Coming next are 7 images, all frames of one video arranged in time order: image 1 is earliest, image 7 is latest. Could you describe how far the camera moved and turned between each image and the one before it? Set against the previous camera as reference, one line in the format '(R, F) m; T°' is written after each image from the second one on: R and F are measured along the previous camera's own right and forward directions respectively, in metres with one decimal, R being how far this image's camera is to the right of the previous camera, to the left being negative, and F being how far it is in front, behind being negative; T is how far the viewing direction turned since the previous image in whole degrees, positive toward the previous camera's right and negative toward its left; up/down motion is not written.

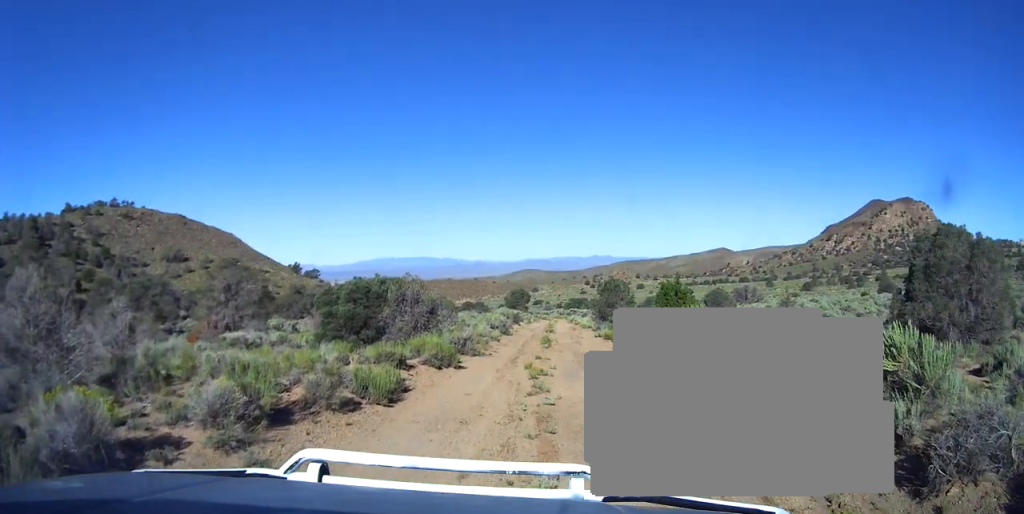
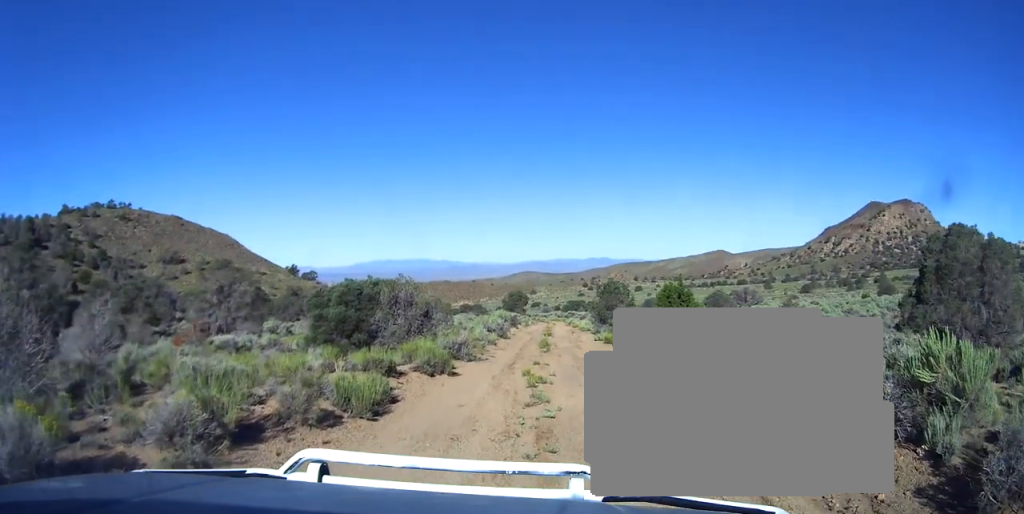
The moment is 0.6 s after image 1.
(0.0, +1.0) m; -3°
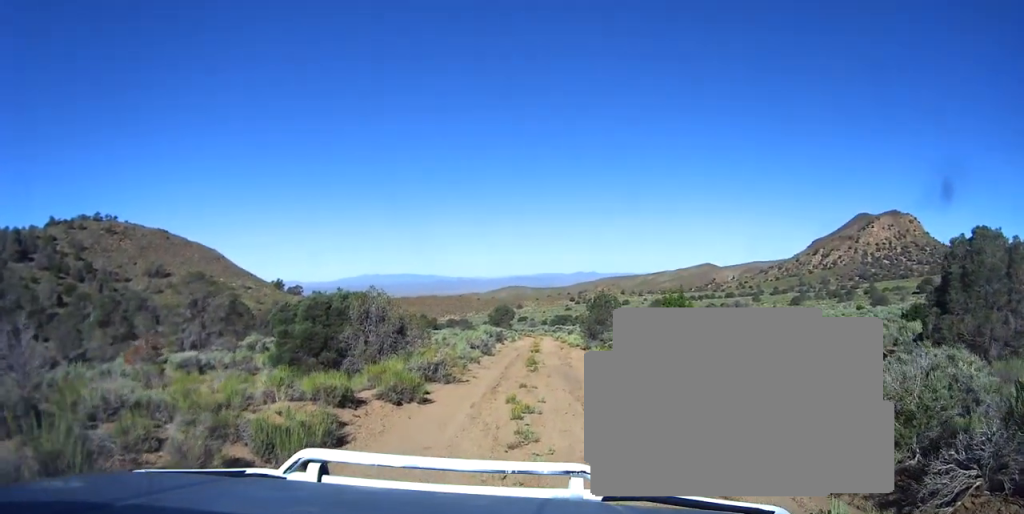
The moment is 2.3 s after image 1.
(0.0, +2.5) m; 0°
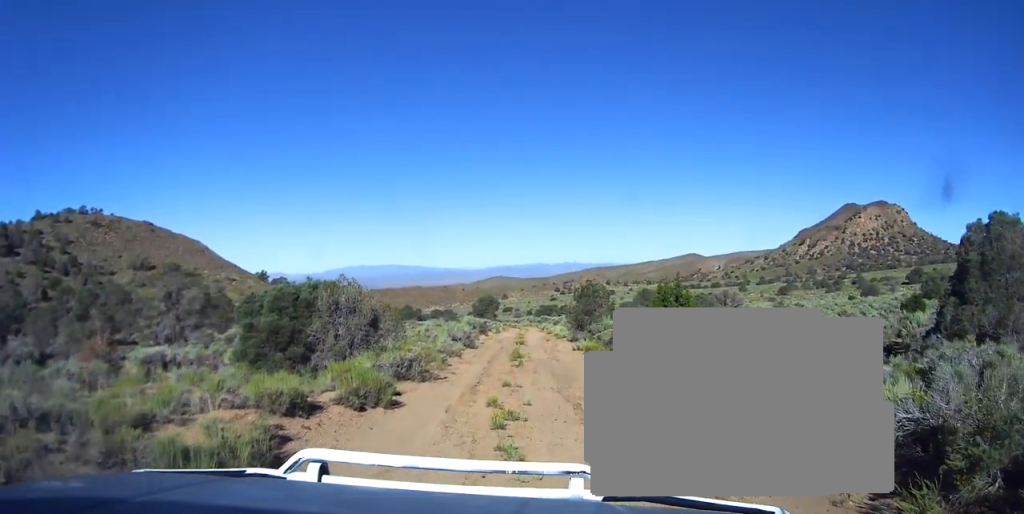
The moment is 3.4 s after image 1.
(+0.2, +1.1) m; 0°
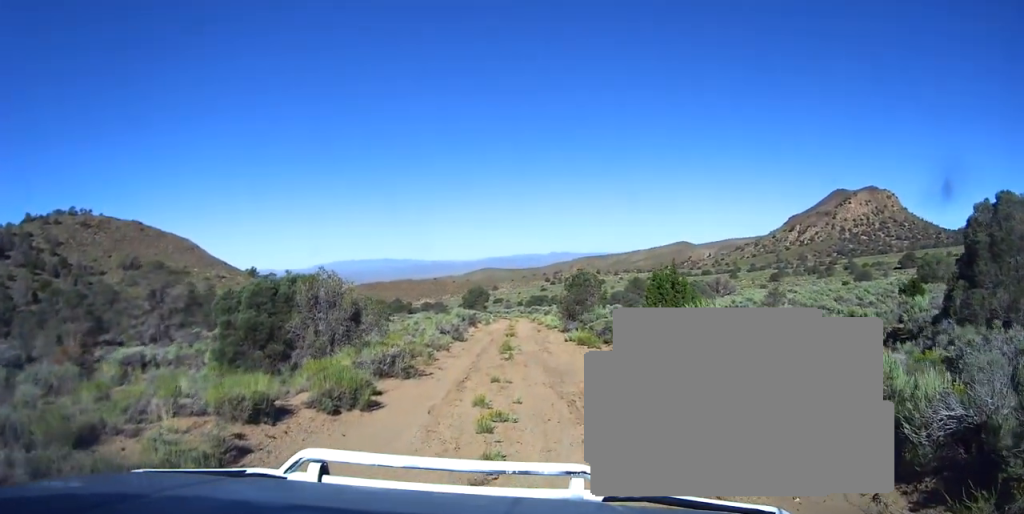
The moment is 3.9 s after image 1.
(-0.1, +0.6) m; 0°
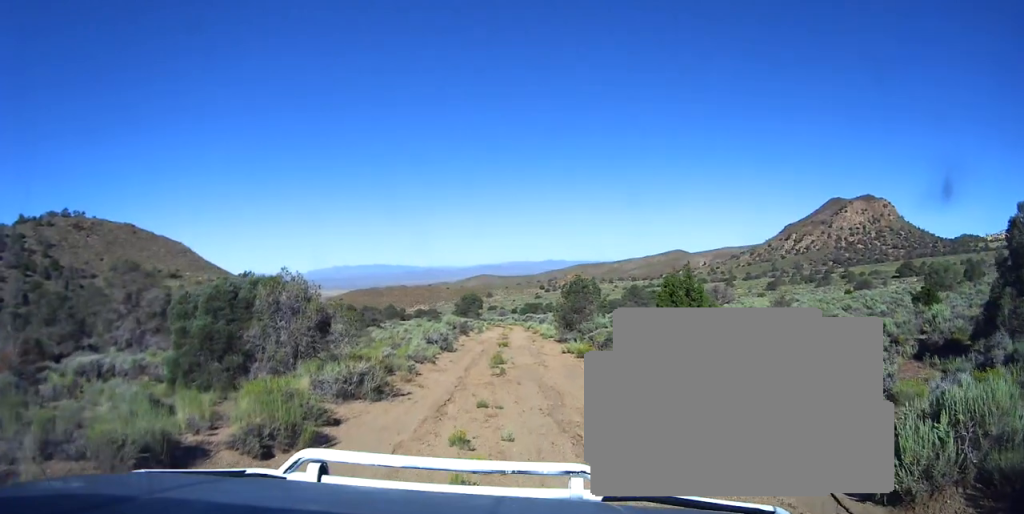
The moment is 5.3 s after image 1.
(+0.2, +1.8) m; +3°
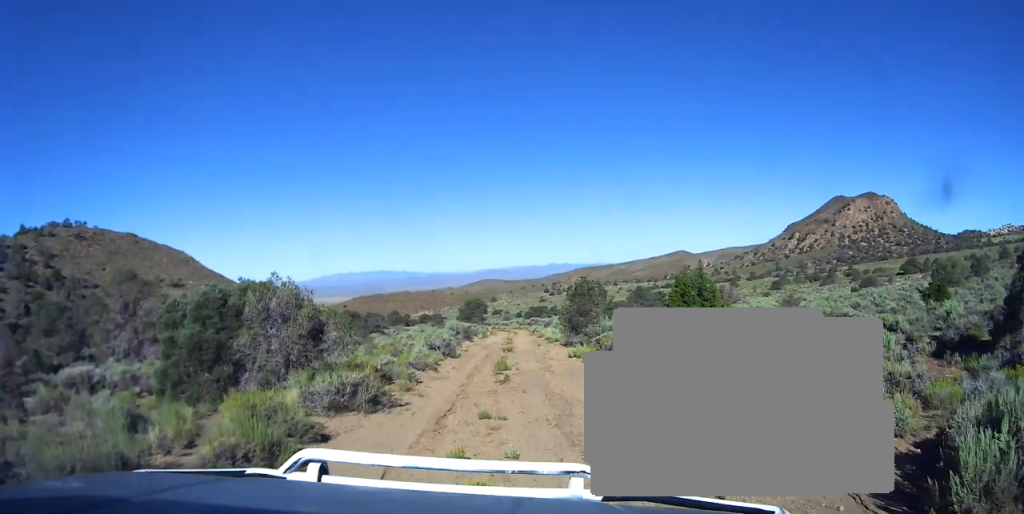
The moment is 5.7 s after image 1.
(-0.1, +0.7) m; 0°
